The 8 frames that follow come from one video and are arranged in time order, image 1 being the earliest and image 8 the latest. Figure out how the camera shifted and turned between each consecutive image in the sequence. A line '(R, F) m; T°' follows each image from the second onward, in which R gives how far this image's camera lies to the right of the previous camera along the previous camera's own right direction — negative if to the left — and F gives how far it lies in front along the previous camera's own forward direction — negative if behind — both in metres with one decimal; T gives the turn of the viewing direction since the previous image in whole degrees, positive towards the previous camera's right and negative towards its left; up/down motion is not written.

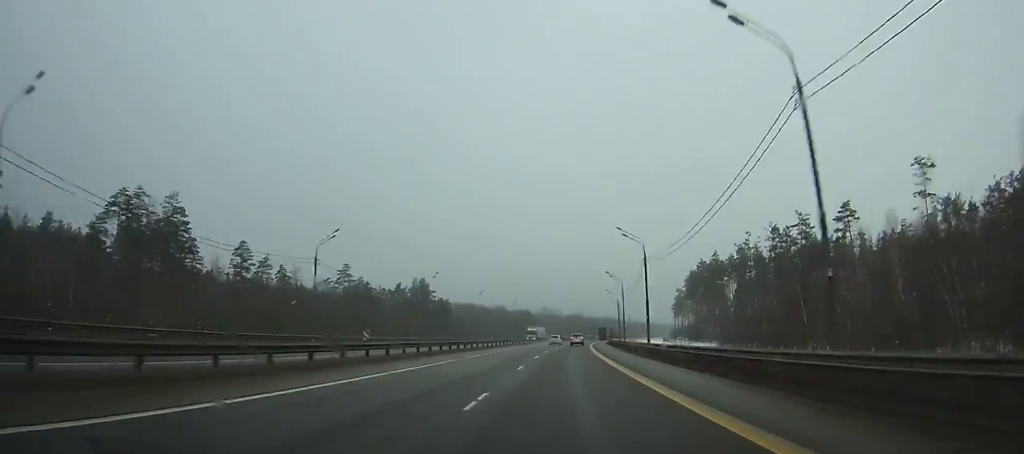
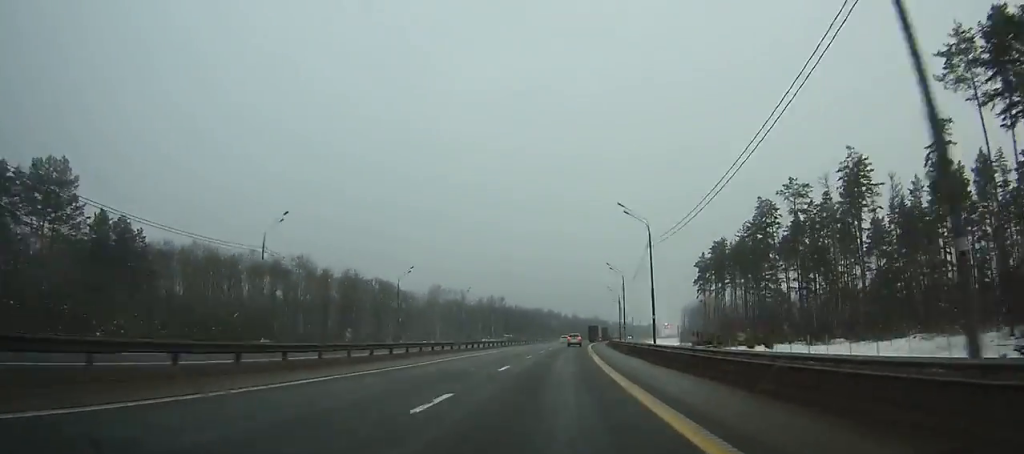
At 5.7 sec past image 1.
(+9.9, +156.4) m; +7°
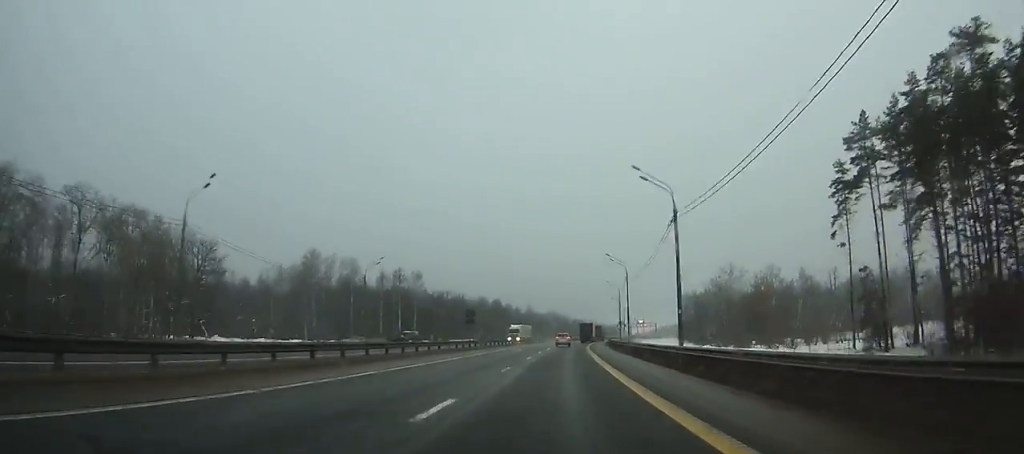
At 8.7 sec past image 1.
(+2.8, +84.2) m; +4°
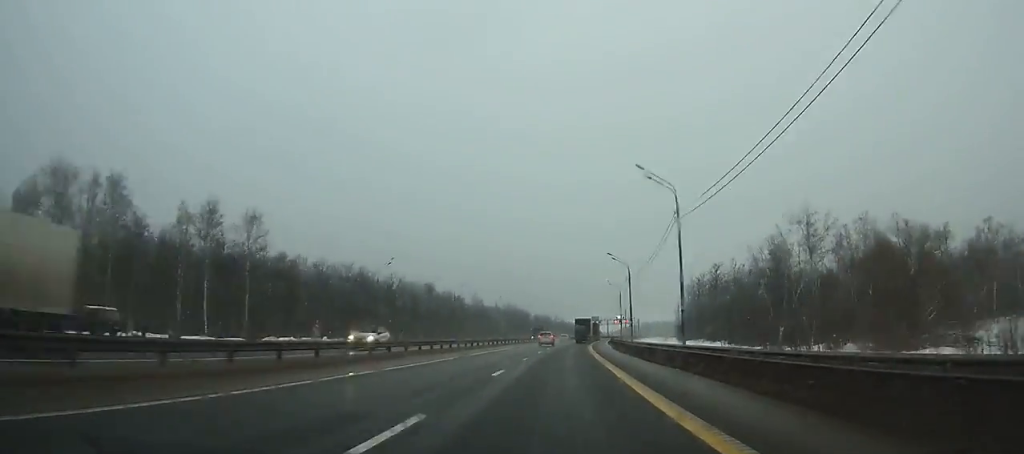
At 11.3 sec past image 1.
(+2.0, +73.5) m; +4°
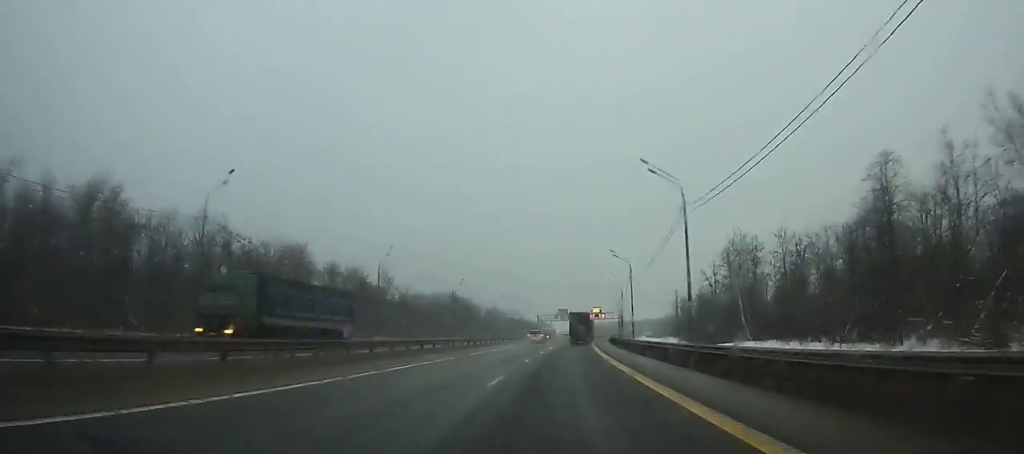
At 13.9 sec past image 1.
(+2.5, +73.9) m; +3°
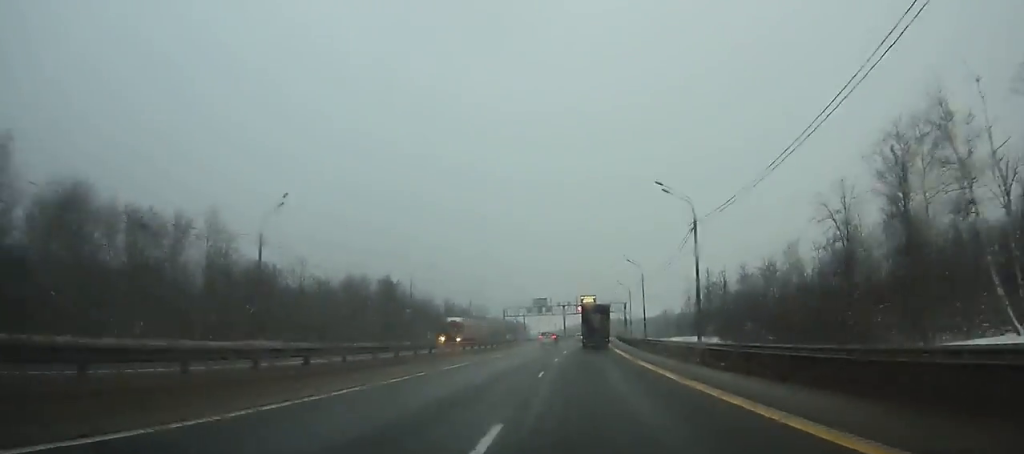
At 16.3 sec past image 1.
(+1.7, +68.3) m; +2°
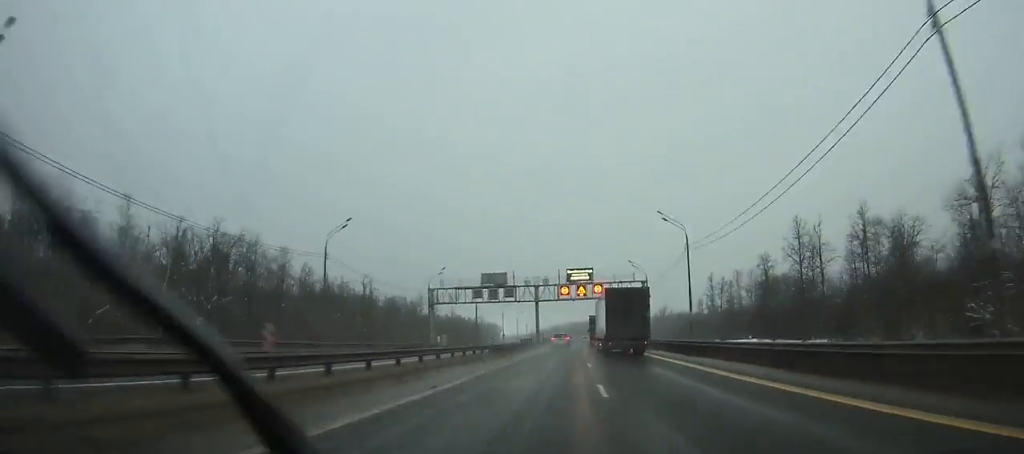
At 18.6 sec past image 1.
(+1.2, +65.6) m; +2°
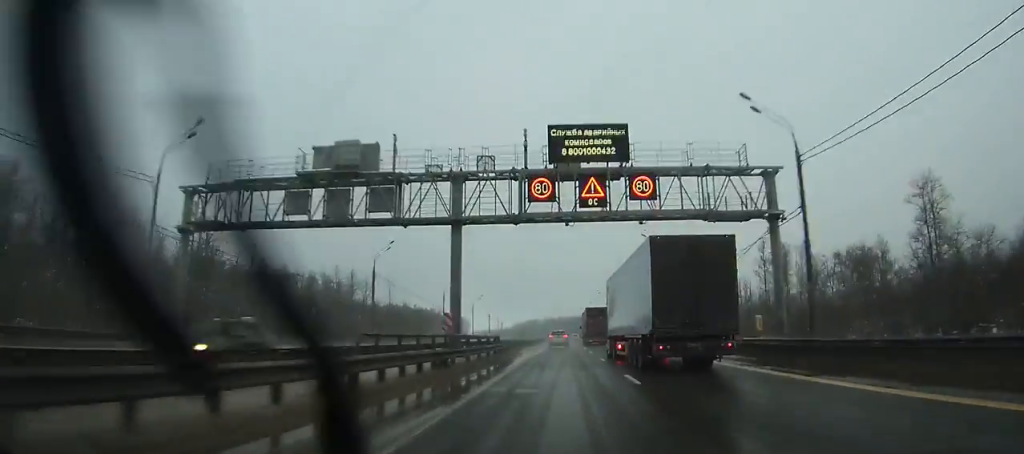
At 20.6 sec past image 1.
(+0.6, +57.3) m; +1°
